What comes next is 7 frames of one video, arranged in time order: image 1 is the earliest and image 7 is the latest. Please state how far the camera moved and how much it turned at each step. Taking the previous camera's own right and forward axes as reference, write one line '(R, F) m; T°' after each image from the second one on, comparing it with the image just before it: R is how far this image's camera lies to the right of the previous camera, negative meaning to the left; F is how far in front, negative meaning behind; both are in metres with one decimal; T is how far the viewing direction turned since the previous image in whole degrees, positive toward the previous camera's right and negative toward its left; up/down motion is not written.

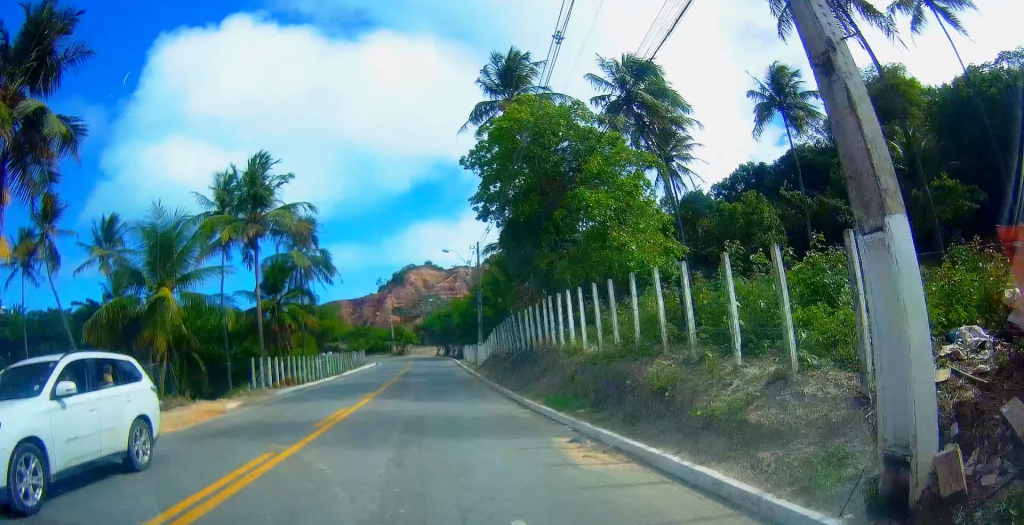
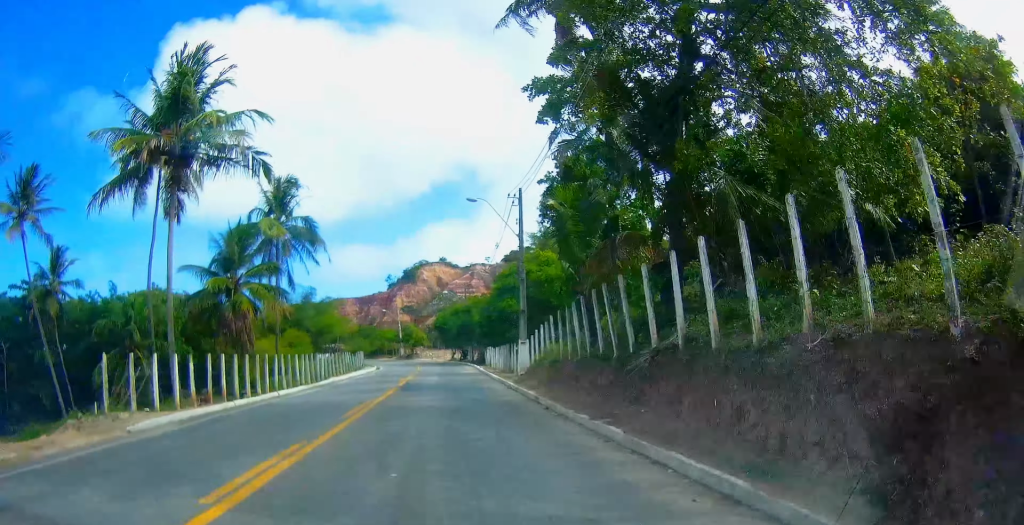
(+0.2, +15.4) m; 0°
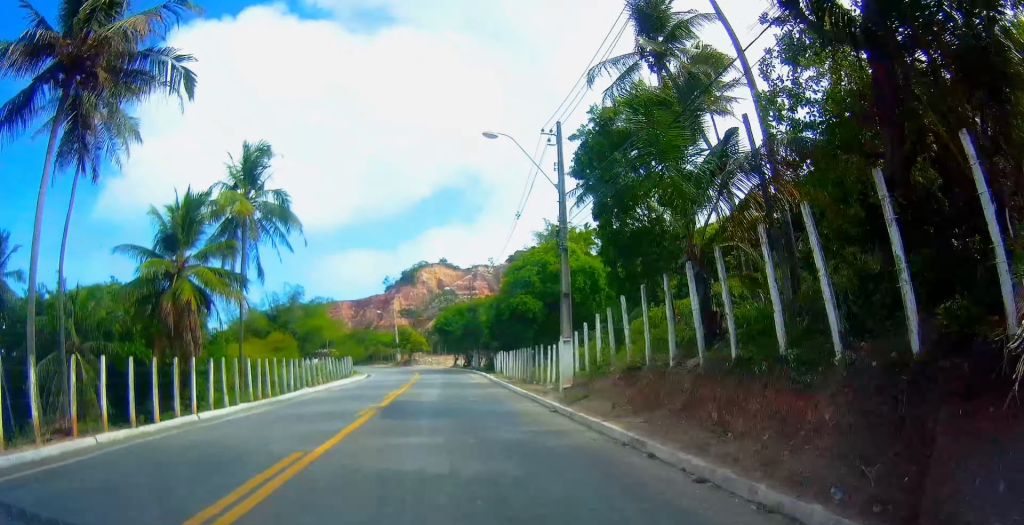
(0.0, +9.3) m; -1°
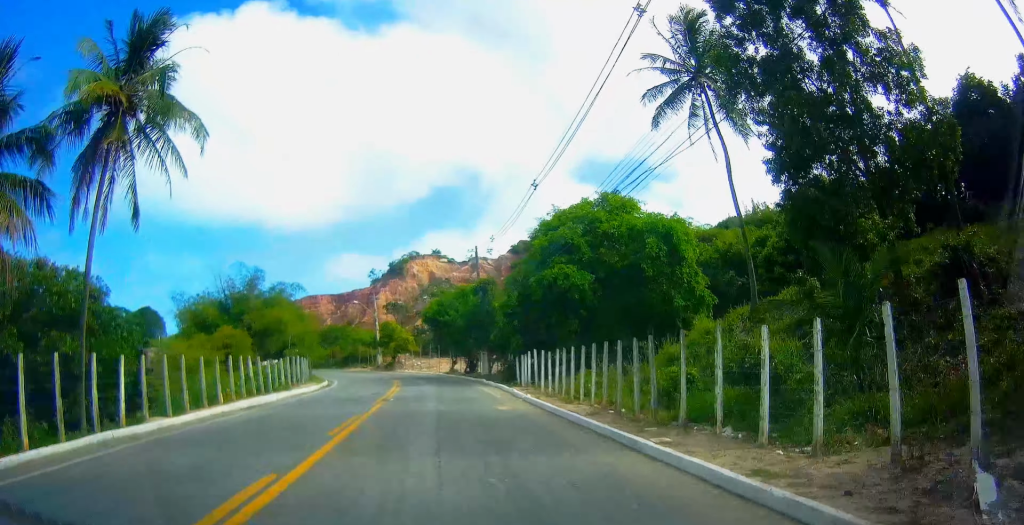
(-0.3, +18.2) m; +2°
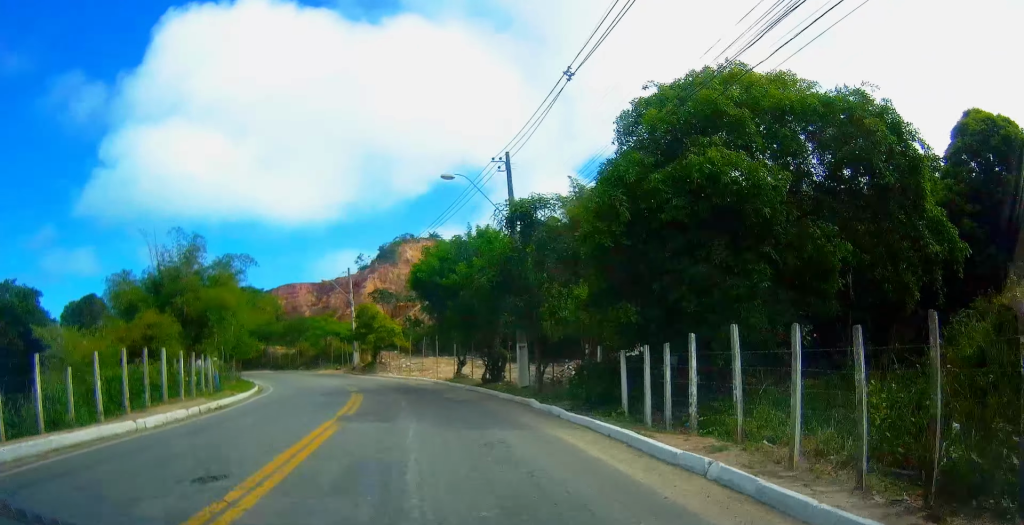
(+0.9, +18.9) m; +1°
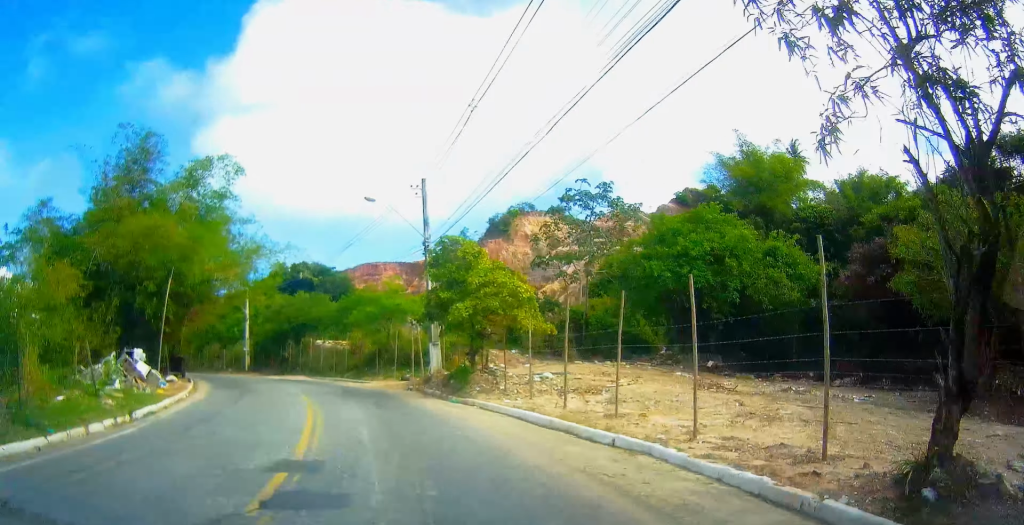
(-3.6, +27.0) m; -14°
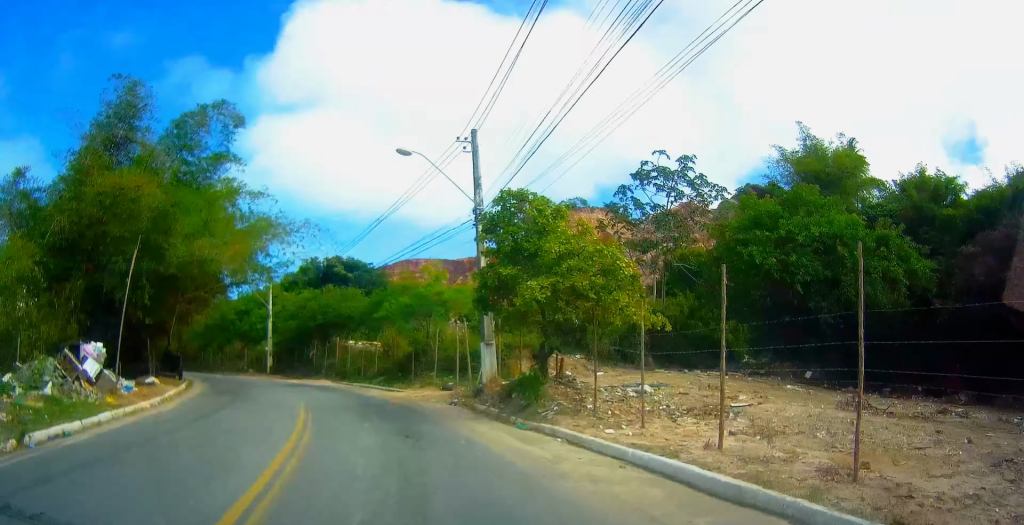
(-0.1, +6.3) m; -3°
